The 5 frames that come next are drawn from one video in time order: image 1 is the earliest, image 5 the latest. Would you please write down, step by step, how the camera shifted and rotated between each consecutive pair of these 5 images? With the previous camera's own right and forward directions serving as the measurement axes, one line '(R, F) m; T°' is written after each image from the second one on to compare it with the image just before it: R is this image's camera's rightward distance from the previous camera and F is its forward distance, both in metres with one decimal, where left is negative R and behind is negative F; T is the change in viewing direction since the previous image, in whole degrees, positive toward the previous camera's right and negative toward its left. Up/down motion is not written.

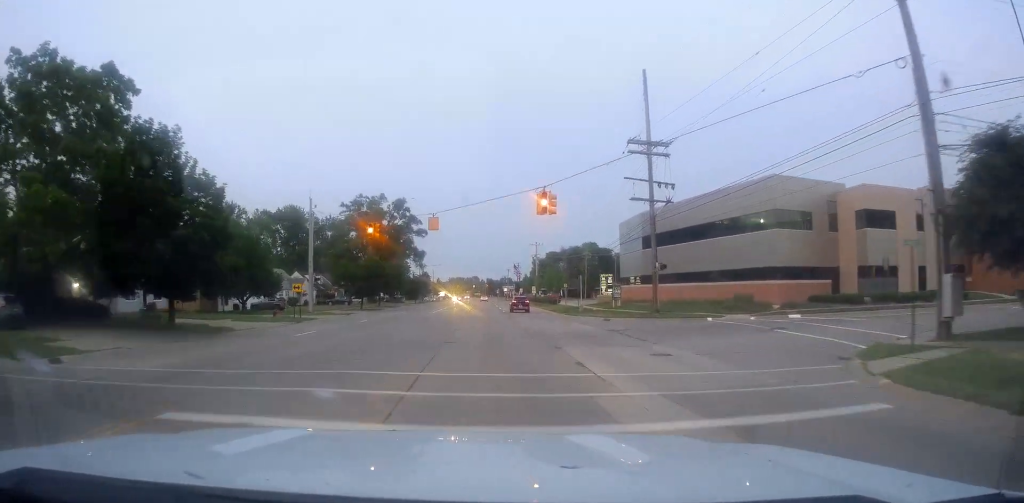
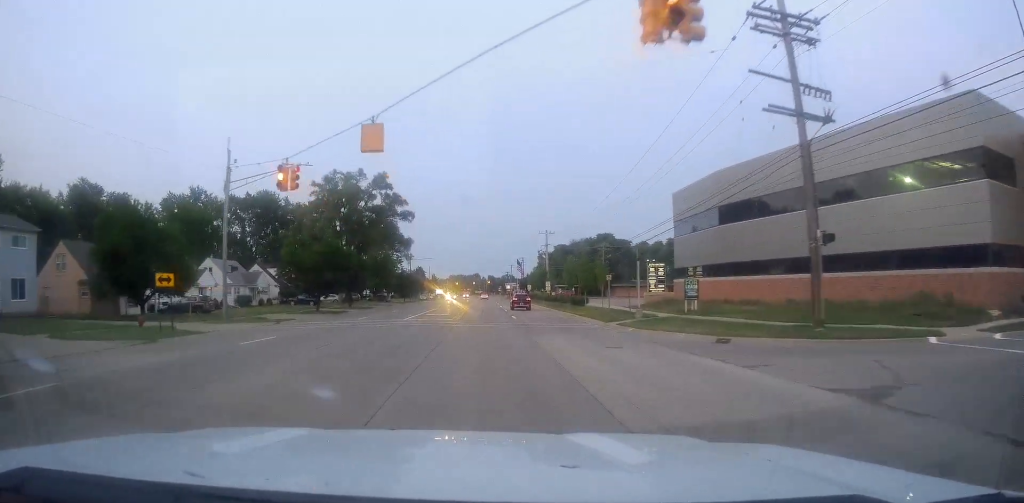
(-0.3, +20.0) m; 0°
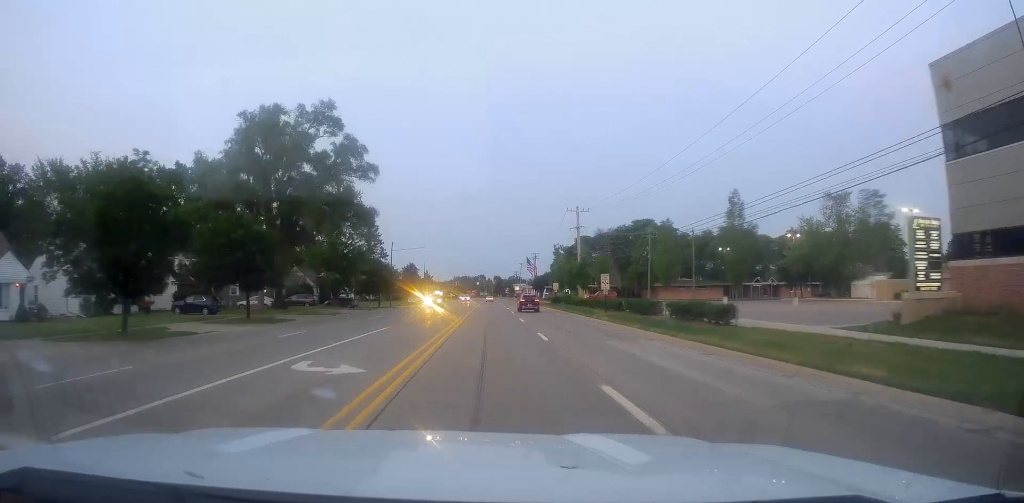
(+0.9, +32.4) m; +1°
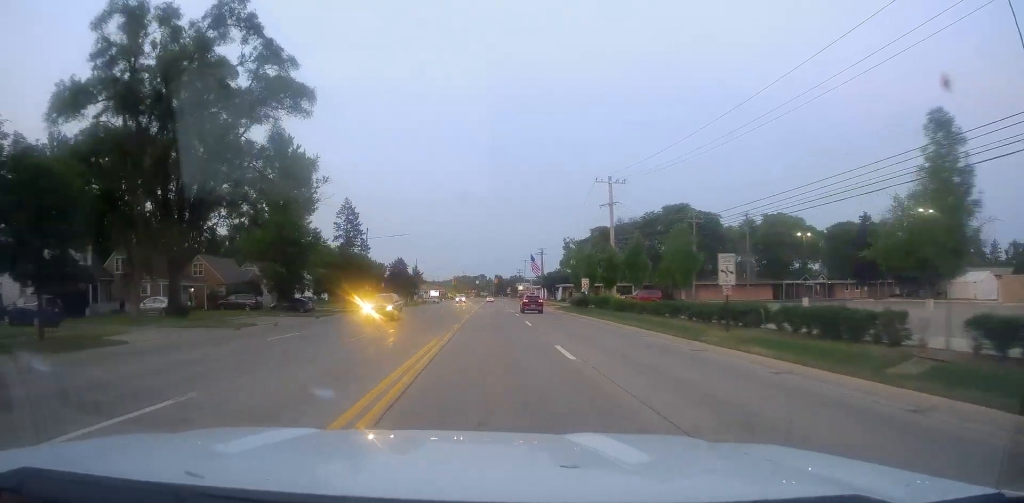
(-0.6, +20.8) m; -2°
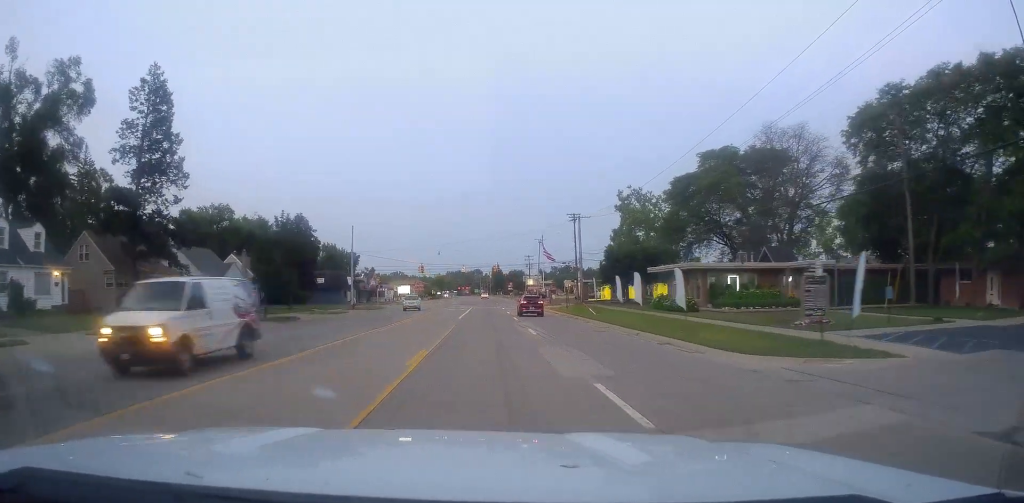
(+1.9, +69.0) m; +2°
